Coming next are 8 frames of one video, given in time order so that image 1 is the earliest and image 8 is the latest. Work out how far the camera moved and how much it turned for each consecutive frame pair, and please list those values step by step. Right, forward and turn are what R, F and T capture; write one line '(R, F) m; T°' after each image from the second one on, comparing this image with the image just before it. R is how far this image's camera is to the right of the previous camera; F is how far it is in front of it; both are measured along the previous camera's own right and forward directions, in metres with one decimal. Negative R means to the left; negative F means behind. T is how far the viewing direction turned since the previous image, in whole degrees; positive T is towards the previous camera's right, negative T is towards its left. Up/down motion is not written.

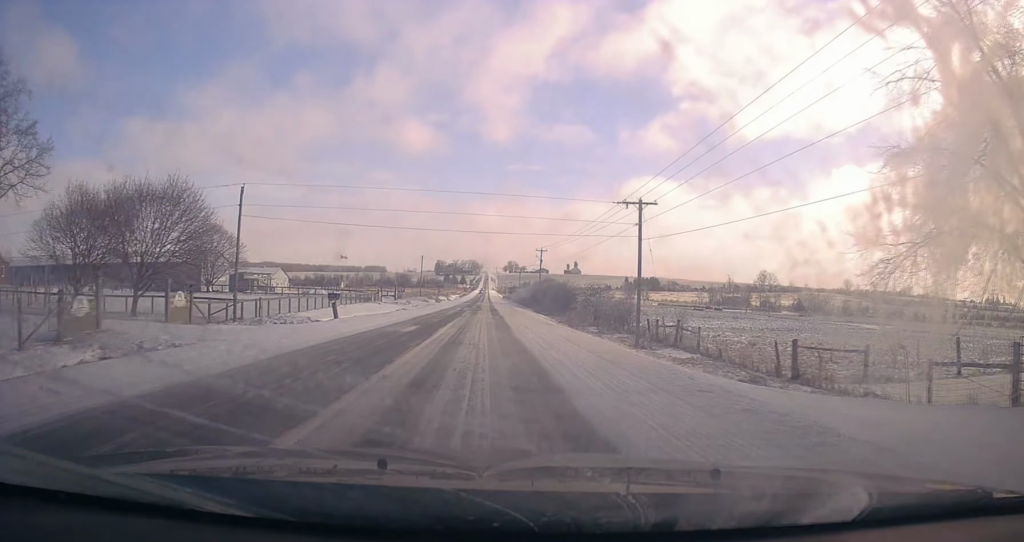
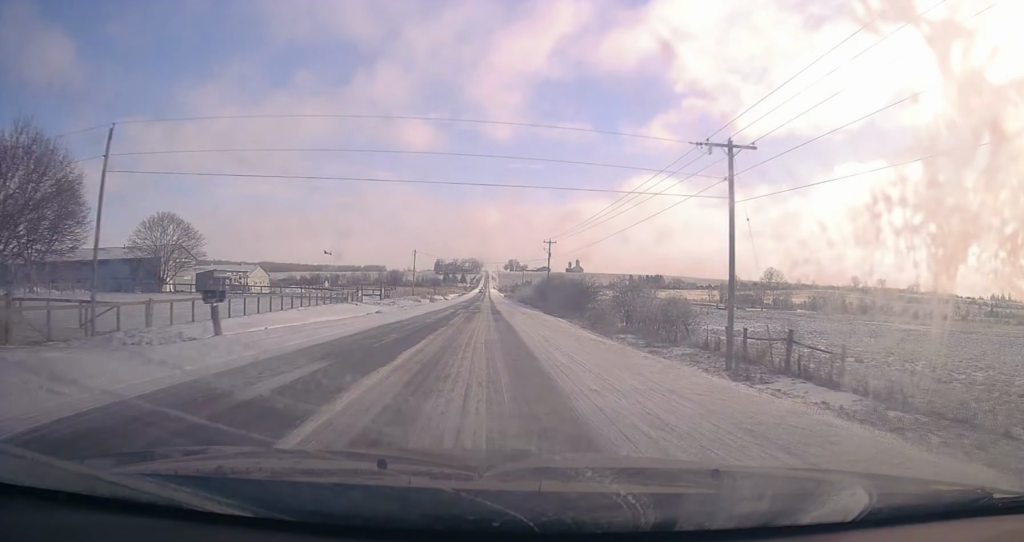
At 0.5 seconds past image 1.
(+0.1, +13.7) m; 0°
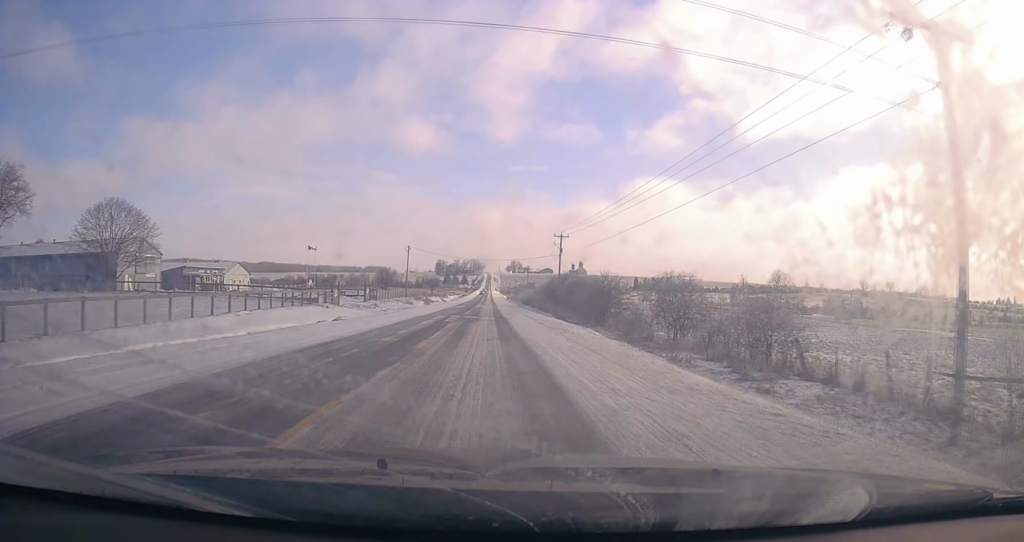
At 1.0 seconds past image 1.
(+0.3, +12.8) m; 0°
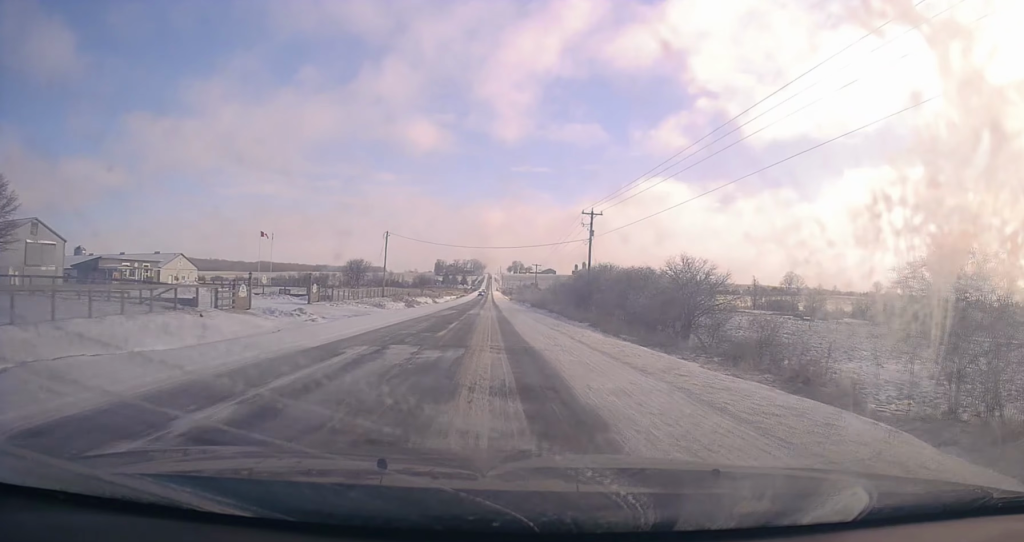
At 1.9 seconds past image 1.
(-0.2, +23.9) m; -1°
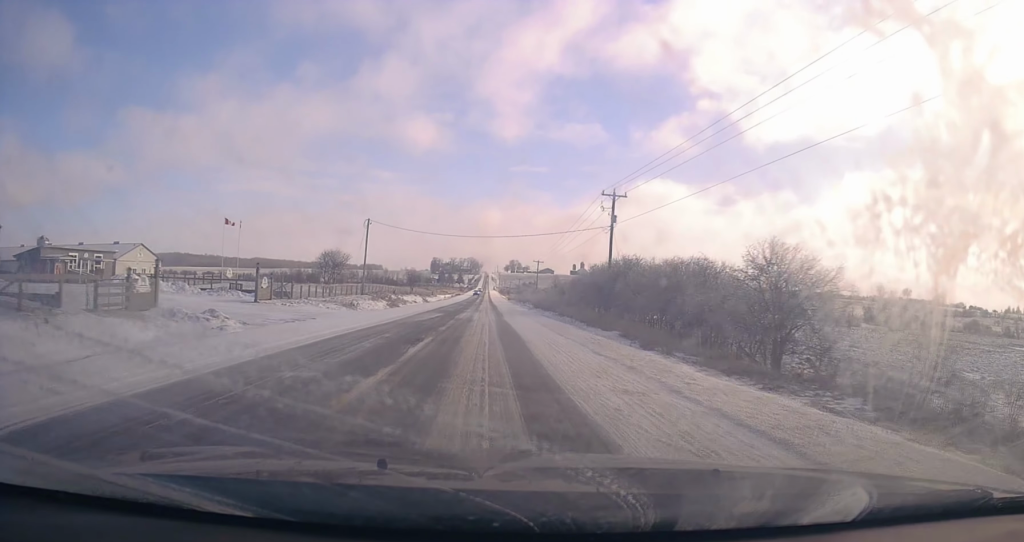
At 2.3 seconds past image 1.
(-0.1, +11.3) m; 0°
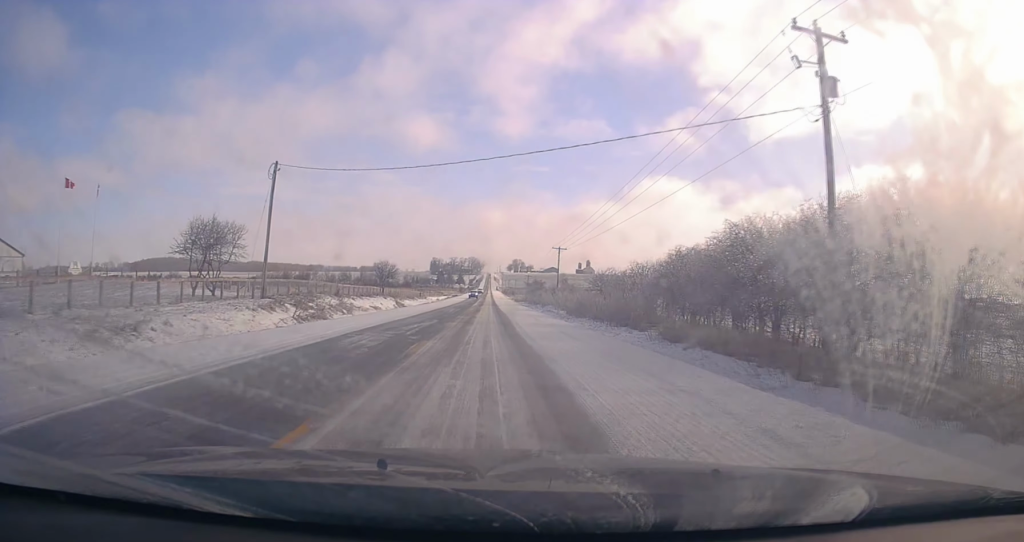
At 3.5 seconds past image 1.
(+0.2, +33.1) m; +1°
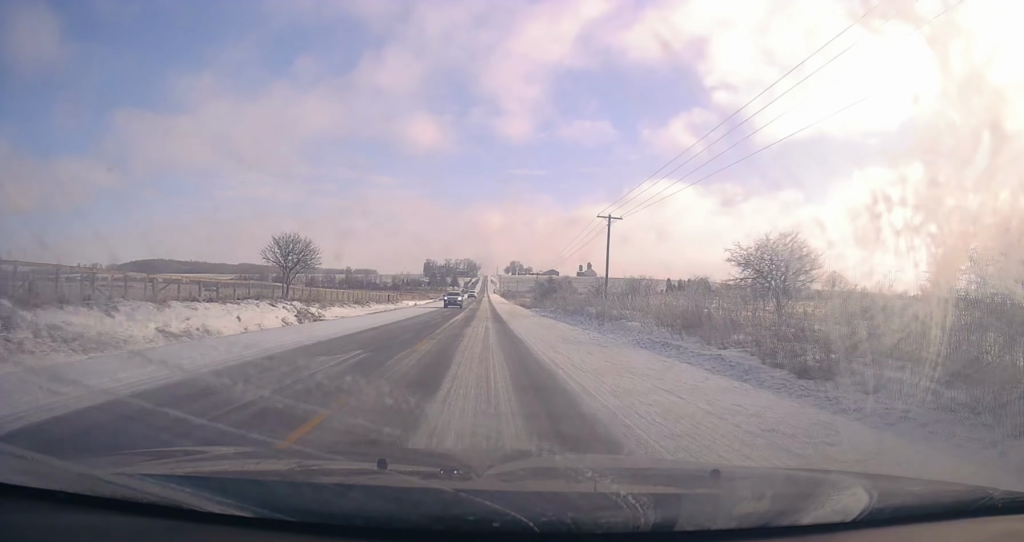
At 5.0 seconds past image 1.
(-0.2, +38.2) m; -1°
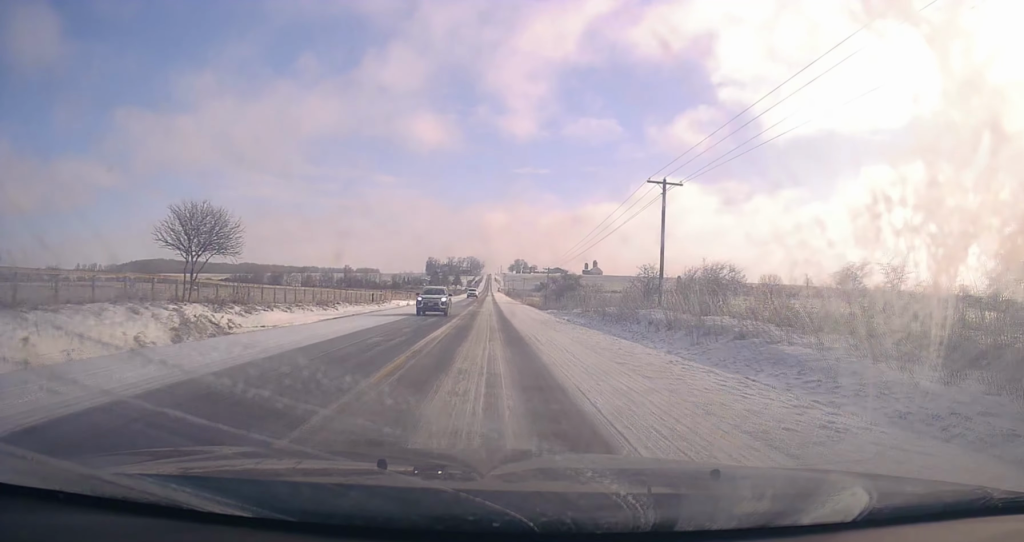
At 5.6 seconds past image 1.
(+0.1, +15.4) m; +1°
